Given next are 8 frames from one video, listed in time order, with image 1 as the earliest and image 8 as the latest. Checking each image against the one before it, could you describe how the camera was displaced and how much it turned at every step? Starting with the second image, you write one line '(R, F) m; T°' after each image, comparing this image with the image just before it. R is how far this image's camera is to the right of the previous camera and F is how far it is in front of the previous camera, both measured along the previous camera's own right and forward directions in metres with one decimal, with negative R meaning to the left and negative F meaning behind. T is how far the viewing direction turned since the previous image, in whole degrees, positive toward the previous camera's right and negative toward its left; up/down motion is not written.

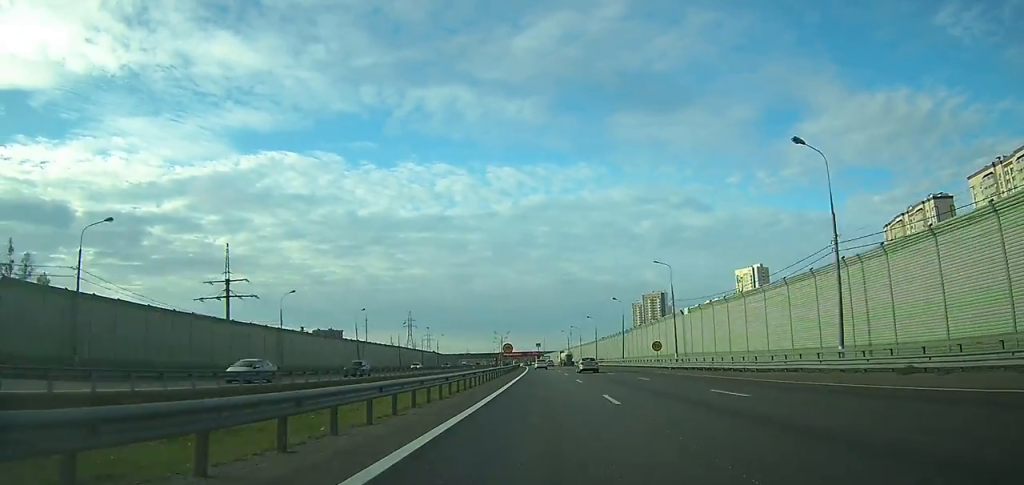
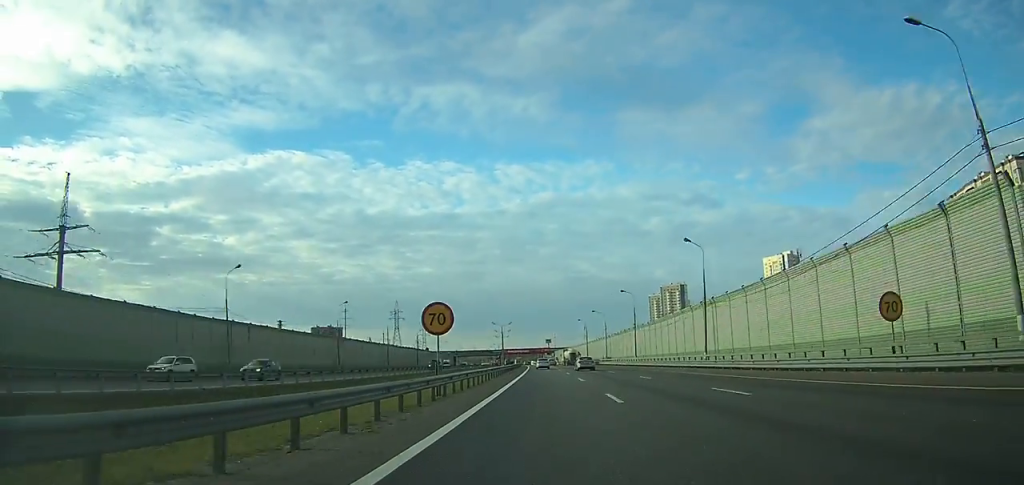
(-0.5, +48.9) m; -1°
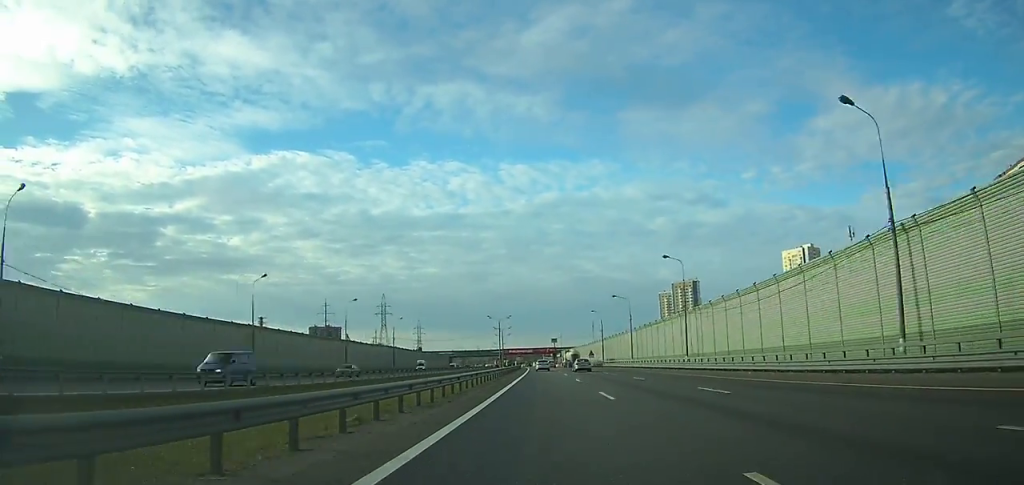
(-0.2, +32.4) m; -1°
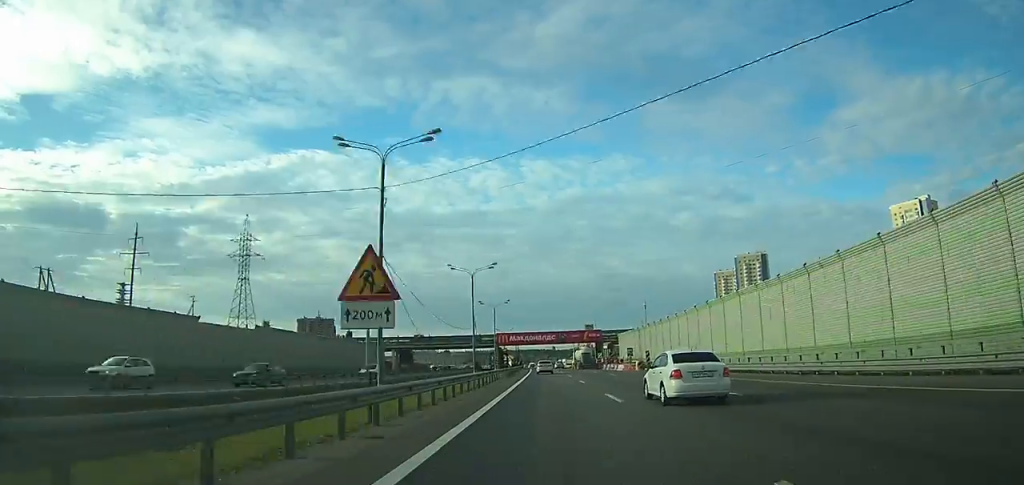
(-3.3, +133.8) m; -3°
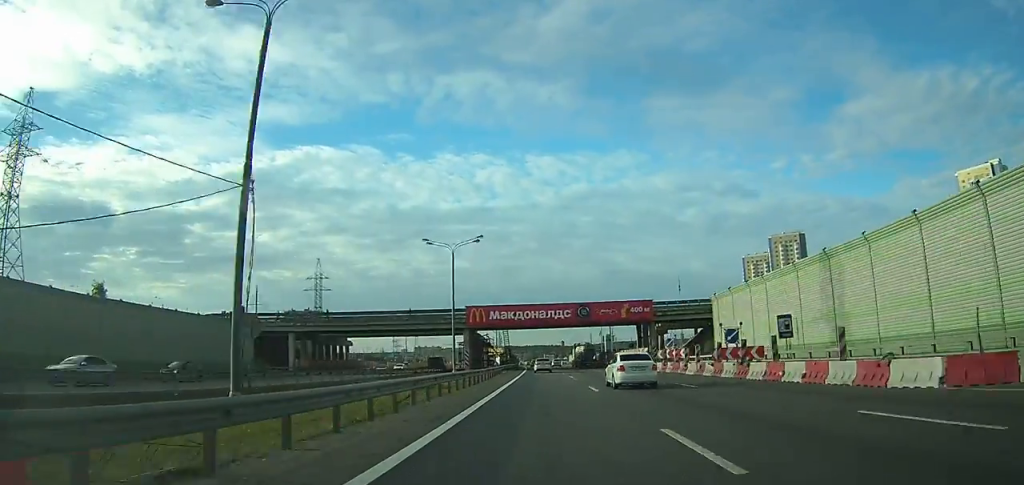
(-0.8, +52.9) m; -1°
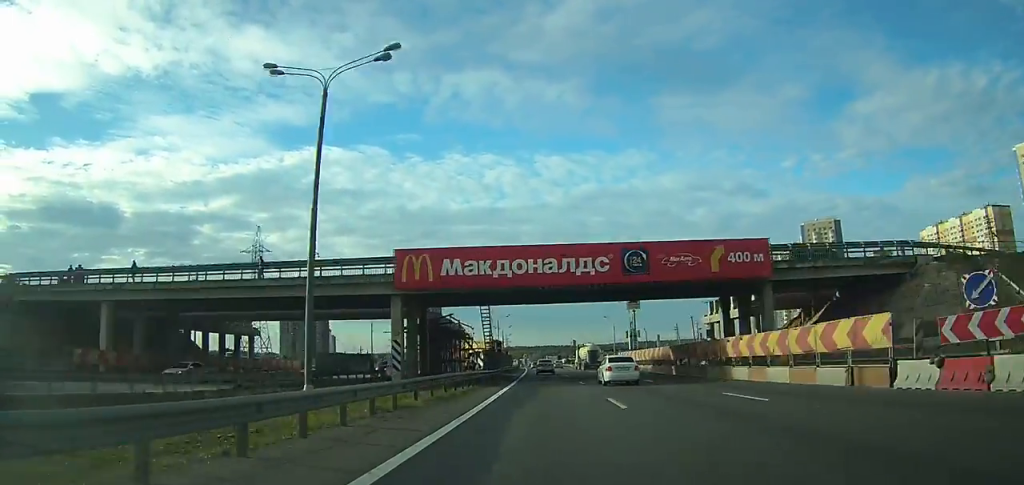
(-0.2, +35.3) m; -1°
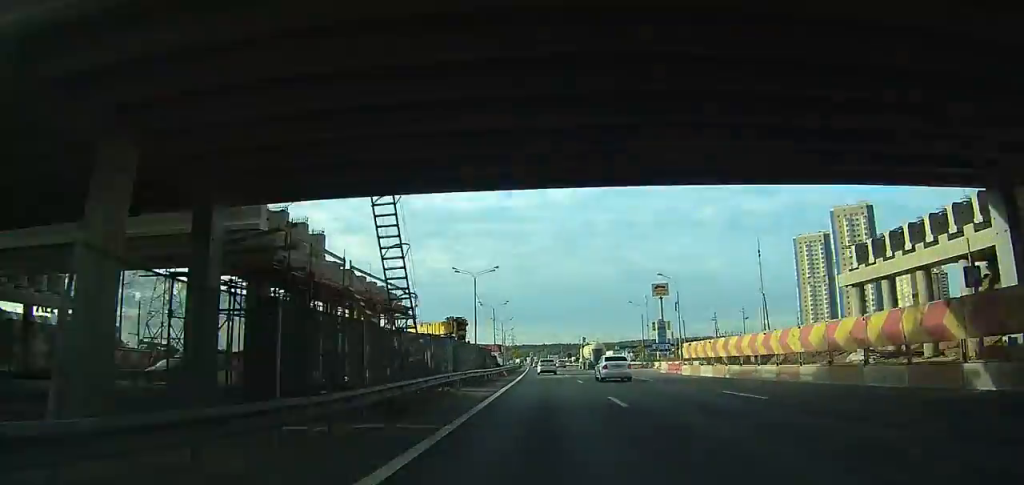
(-0.1, +30.0) m; -1°
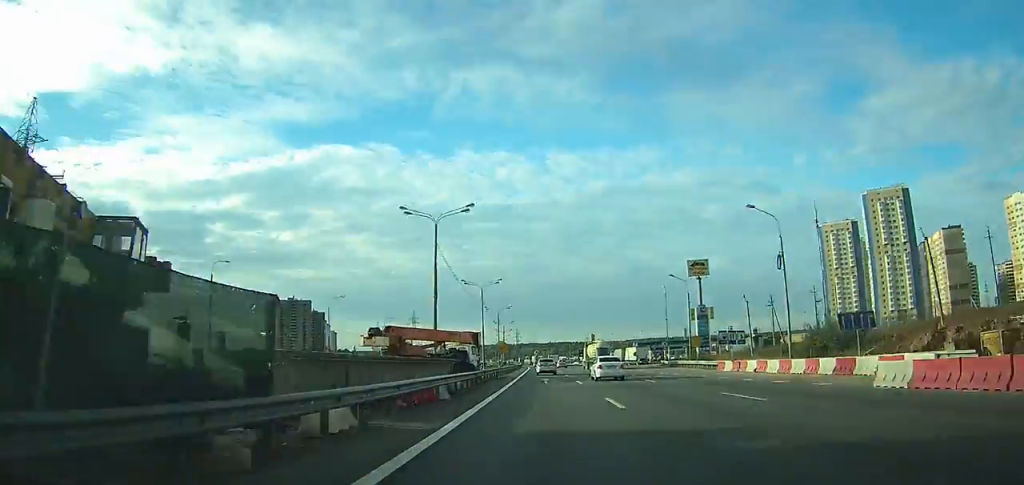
(-0.1, +30.3) m; -1°
